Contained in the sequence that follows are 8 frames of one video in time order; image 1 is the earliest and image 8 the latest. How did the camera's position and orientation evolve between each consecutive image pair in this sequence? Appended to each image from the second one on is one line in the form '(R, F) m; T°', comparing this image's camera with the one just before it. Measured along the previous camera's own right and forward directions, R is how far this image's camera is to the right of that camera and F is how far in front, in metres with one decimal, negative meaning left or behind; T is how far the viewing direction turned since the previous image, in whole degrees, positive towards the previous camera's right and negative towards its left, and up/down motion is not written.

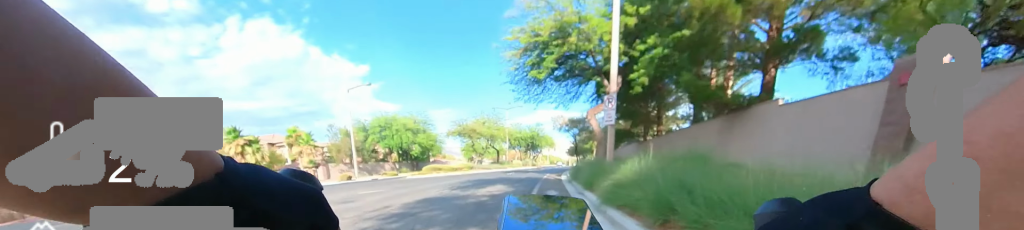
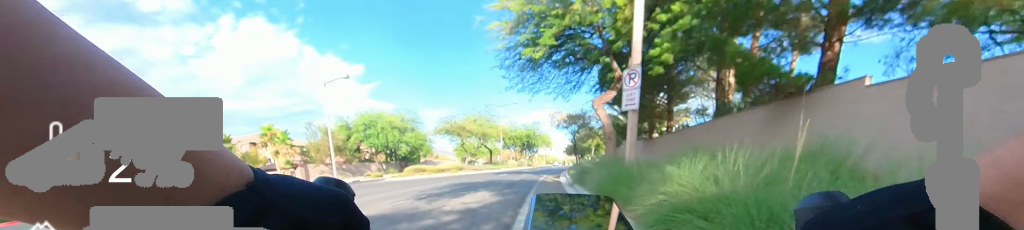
(0.0, +2.9) m; 0°
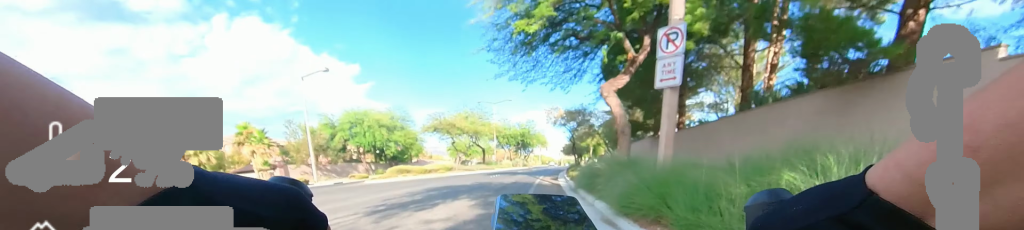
(0.0, +2.4) m; 0°
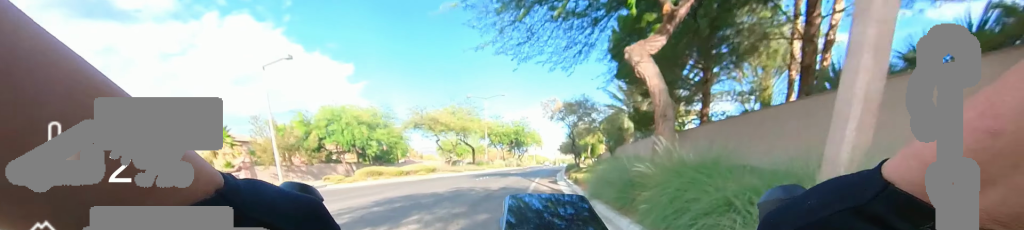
(0.0, +3.6) m; 0°
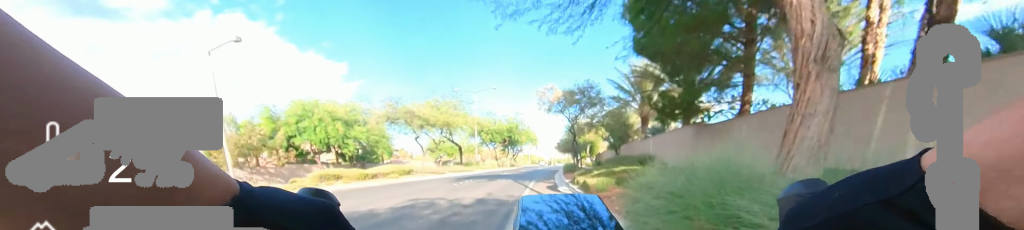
(0.0, +4.0) m; 0°
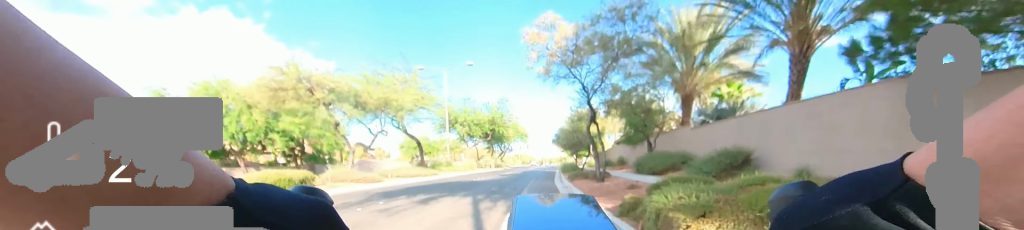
(0.0, +9.2) m; 0°
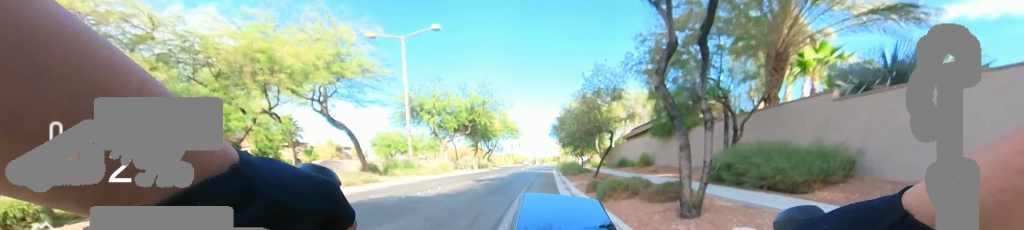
(0.0, +7.6) m; 0°
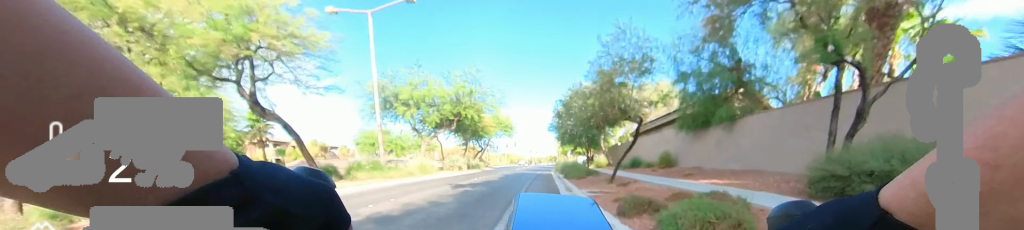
(0.0, +4.0) m; 0°
